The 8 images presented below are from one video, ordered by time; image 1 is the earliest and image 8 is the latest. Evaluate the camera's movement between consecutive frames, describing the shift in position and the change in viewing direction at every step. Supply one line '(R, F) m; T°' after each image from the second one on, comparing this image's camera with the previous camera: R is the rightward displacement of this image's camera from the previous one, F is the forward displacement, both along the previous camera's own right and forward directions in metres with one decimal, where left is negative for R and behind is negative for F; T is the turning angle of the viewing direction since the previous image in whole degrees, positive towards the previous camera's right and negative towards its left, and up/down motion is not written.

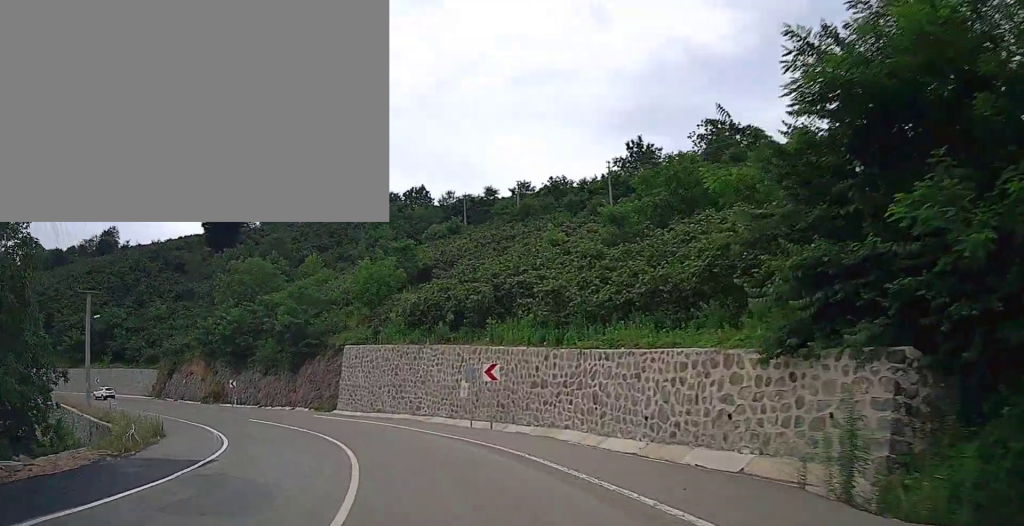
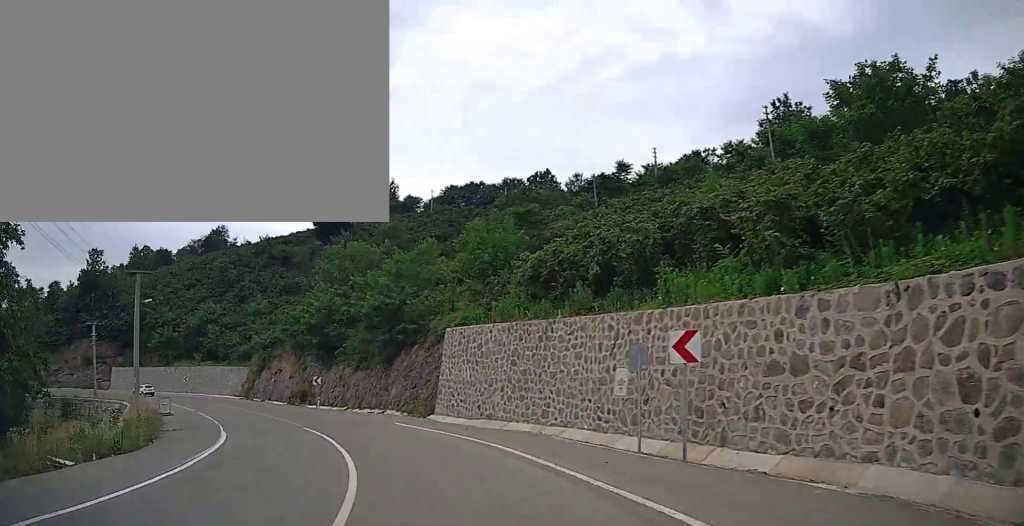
(-1.2, +10.0) m; -14°
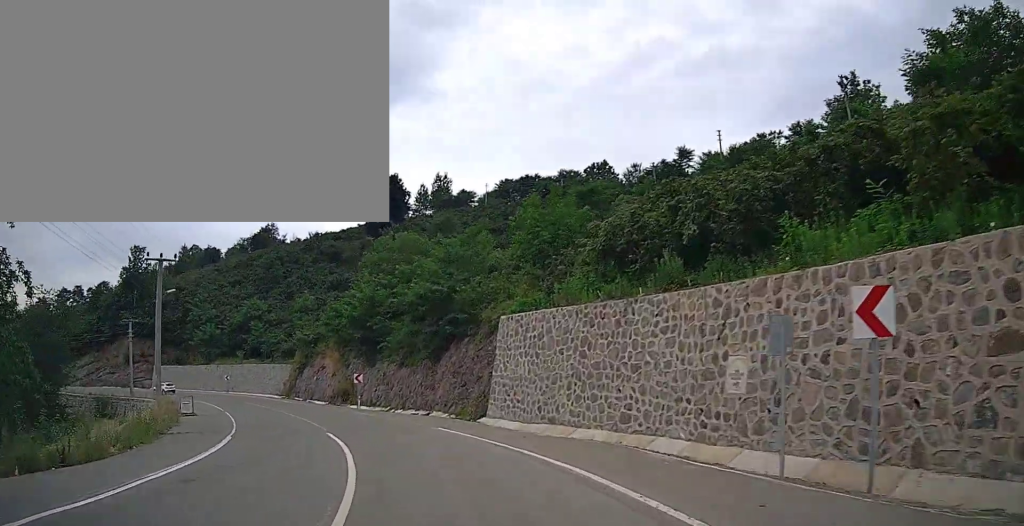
(-0.3, +4.1) m; -5°
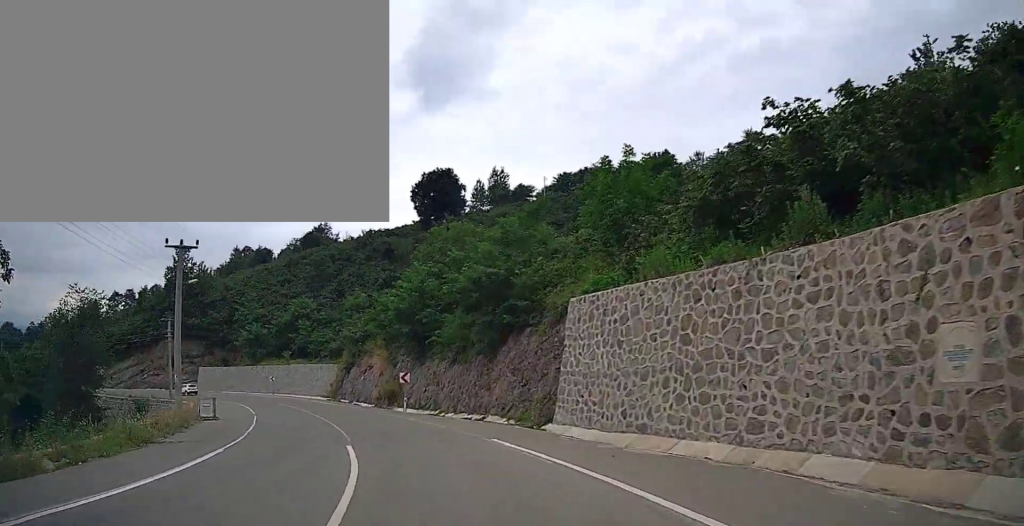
(-0.1, +4.5) m; -6°
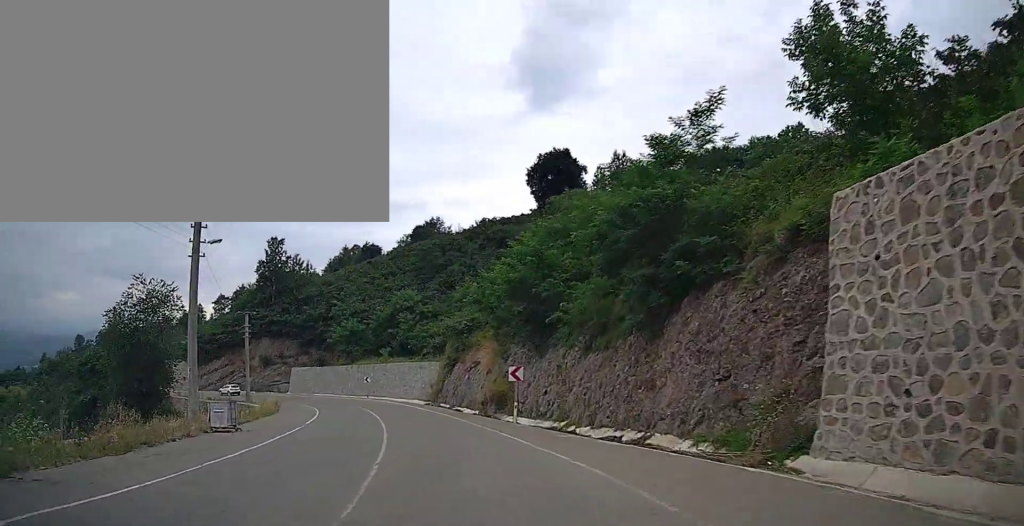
(-1.1, +10.3) m; -12°
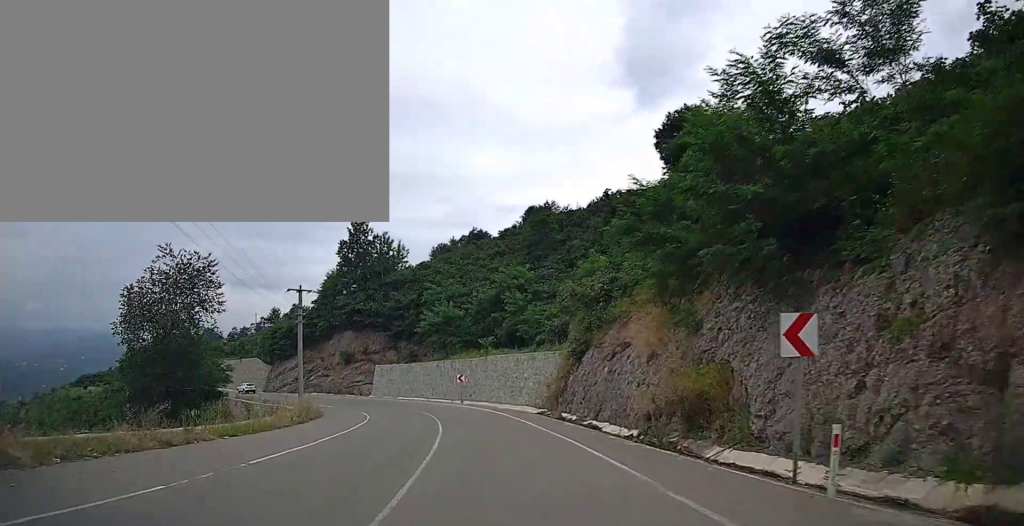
(-2.2, +15.8) m; -12°
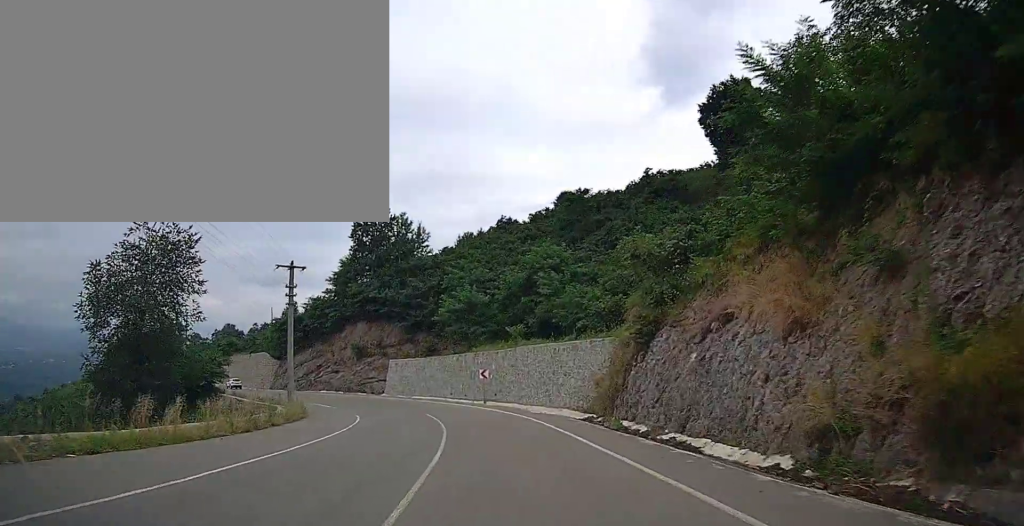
(-0.3, +8.5) m; -4°
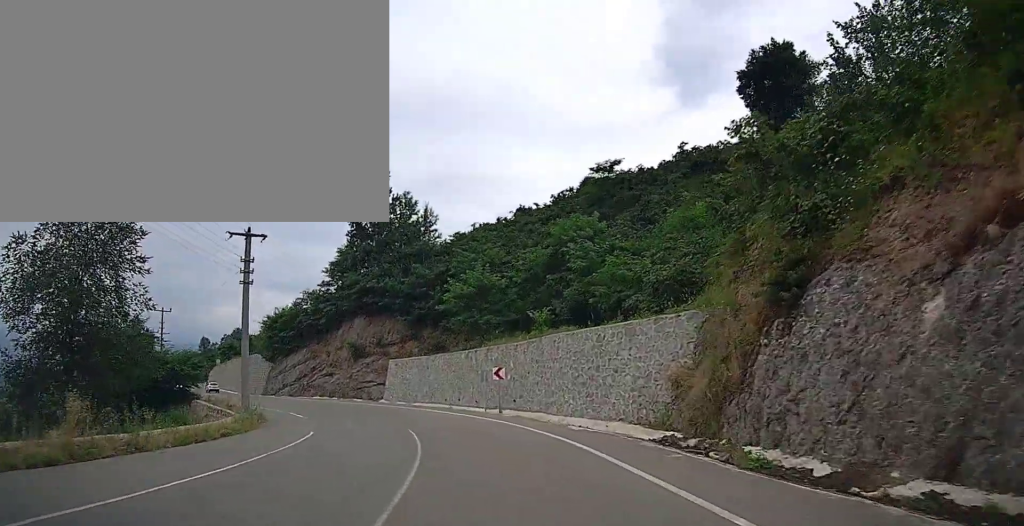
(-0.3, +9.5) m; -4°
